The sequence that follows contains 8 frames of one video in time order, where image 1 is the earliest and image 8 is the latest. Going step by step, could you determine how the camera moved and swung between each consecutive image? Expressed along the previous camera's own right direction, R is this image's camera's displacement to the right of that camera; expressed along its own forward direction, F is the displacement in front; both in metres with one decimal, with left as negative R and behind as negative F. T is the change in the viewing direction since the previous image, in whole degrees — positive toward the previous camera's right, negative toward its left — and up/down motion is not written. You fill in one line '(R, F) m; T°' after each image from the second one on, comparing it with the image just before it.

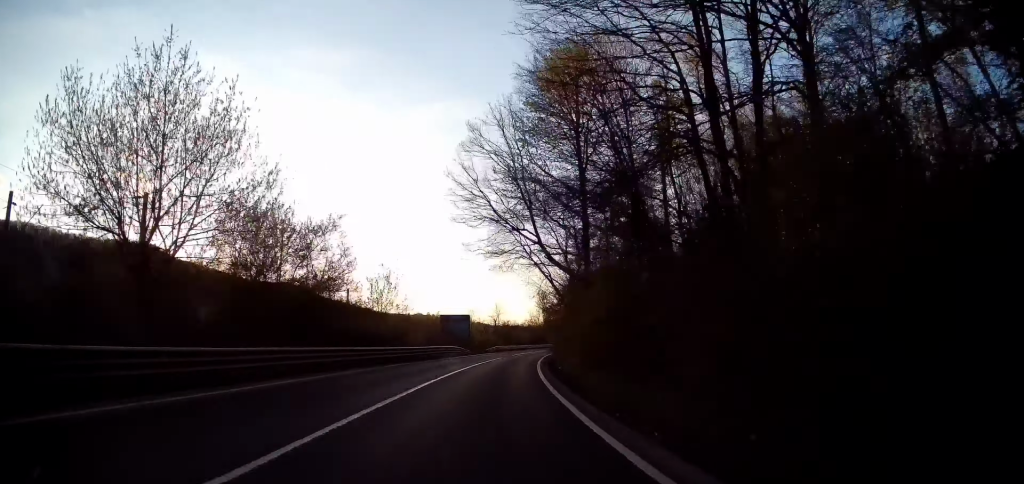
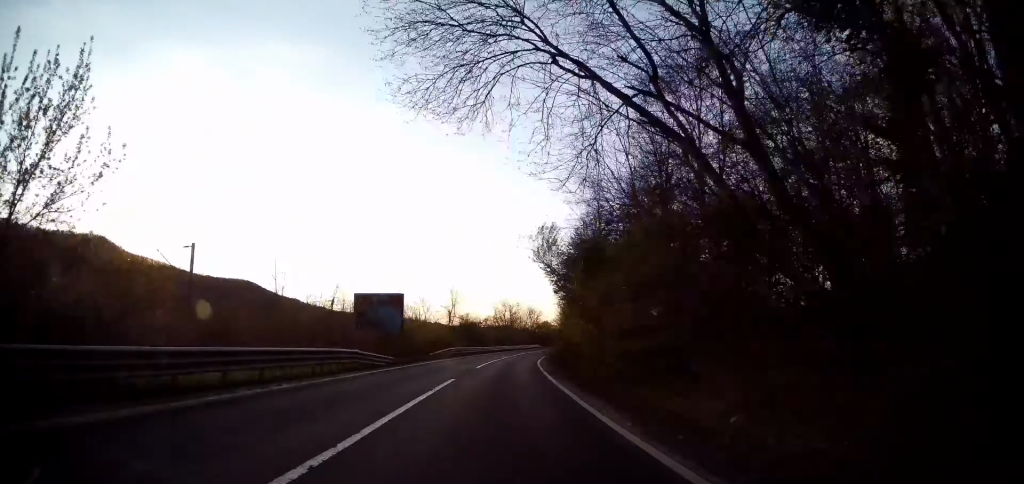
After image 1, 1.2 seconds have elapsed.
(+1.2, +30.4) m; +5°
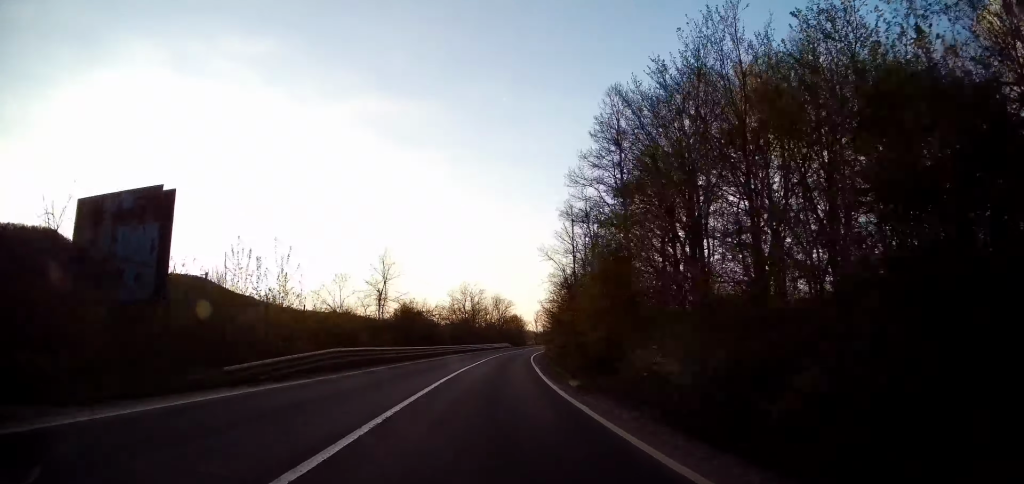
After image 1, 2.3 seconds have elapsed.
(+1.0, +28.8) m; +3°
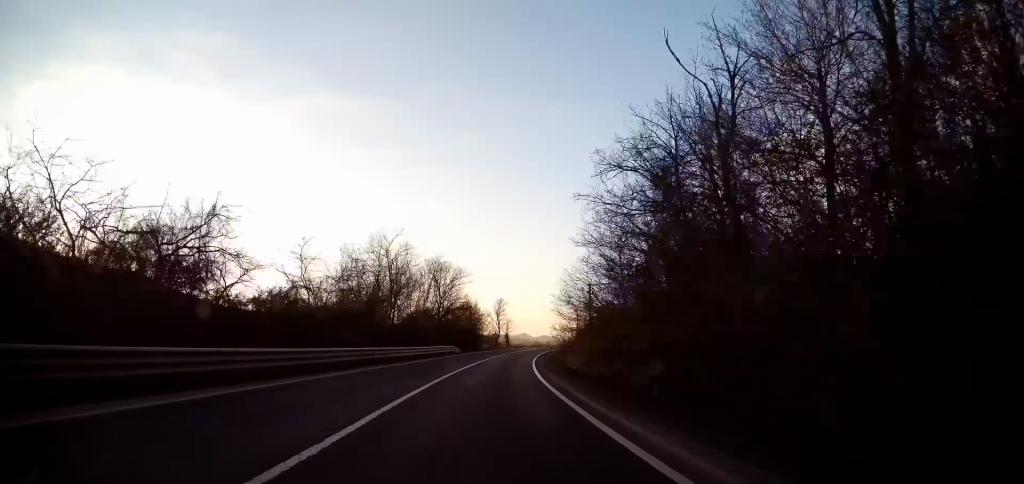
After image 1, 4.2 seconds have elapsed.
(+2.7, +47.3) m; +7°
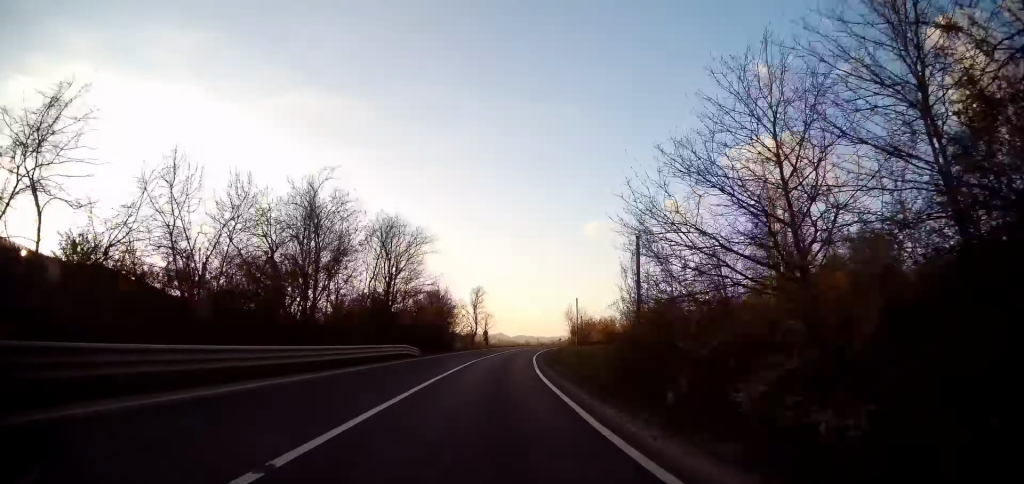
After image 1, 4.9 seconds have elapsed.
(+0.6, +18.6) m; +2°
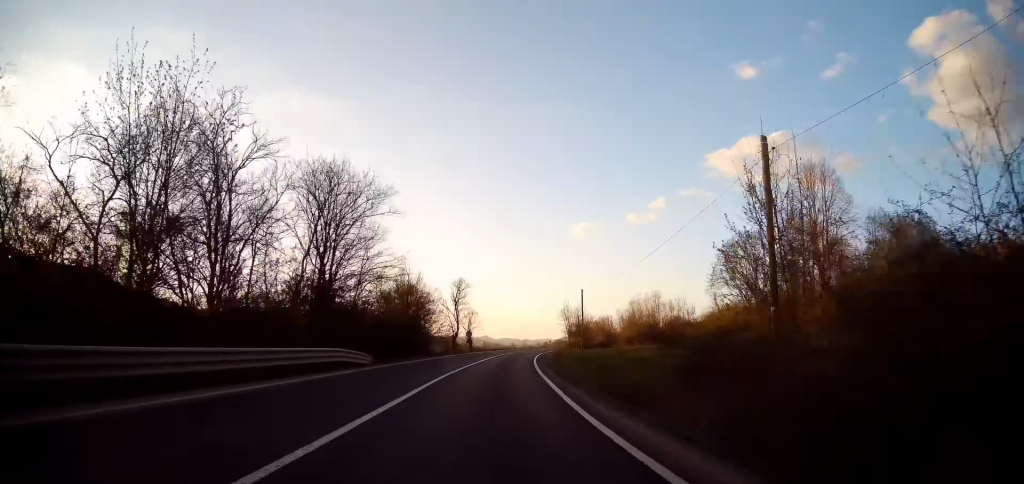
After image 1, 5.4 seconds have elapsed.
(+0.2, +12.7) m; +1°
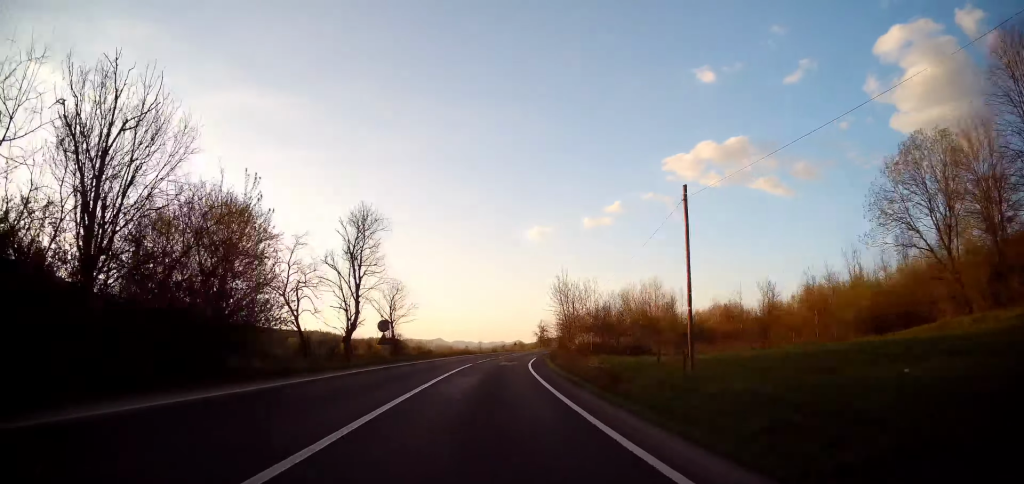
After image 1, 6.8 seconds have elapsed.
(+0.9, +35.5) m; +4°
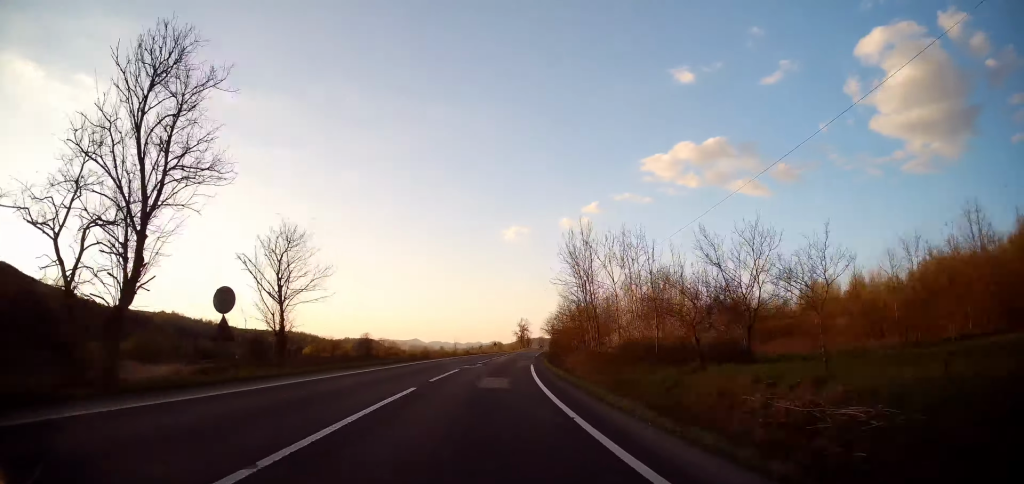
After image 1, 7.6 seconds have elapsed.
(+0.5, +19.5) m; +3°
